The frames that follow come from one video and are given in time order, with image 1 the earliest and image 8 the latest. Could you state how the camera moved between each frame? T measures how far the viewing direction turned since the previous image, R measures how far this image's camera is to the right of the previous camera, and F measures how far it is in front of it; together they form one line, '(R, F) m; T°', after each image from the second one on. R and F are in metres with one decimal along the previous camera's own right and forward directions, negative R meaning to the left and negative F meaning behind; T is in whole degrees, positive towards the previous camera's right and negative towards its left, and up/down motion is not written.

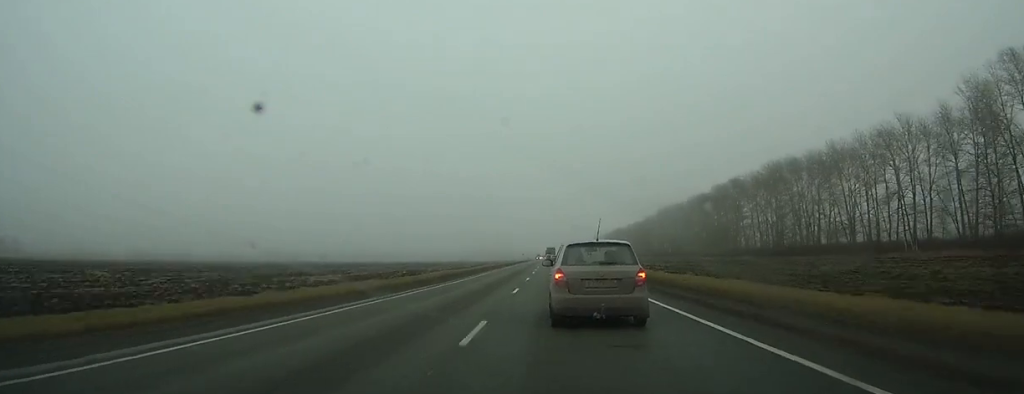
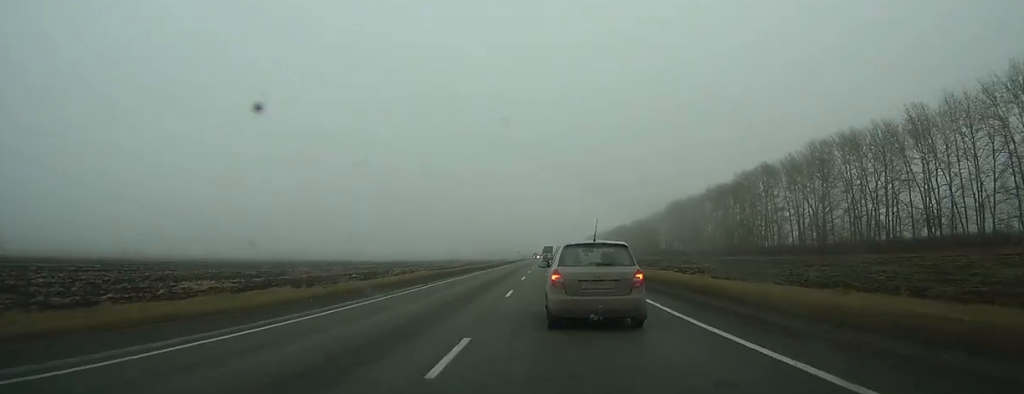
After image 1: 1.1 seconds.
(0.0, +26.1) m; 0°
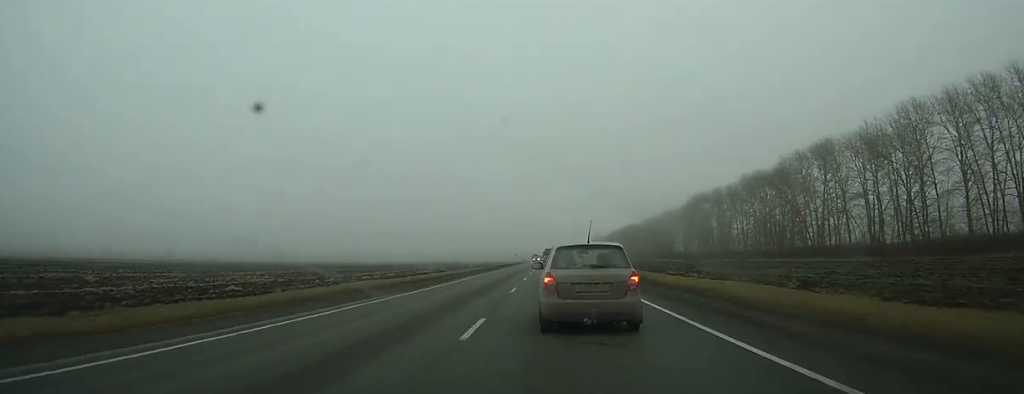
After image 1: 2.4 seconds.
(+0.1, +32.7) m; 0°
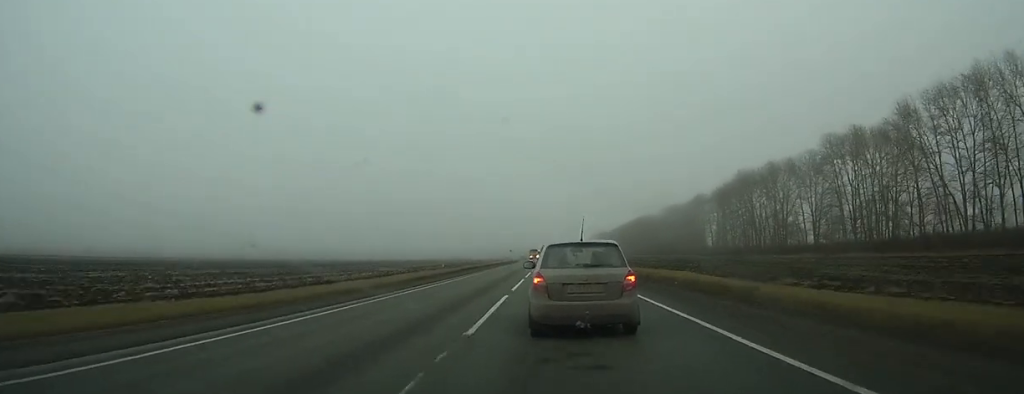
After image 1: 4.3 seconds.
(-0.1, +46.9) m; 0°
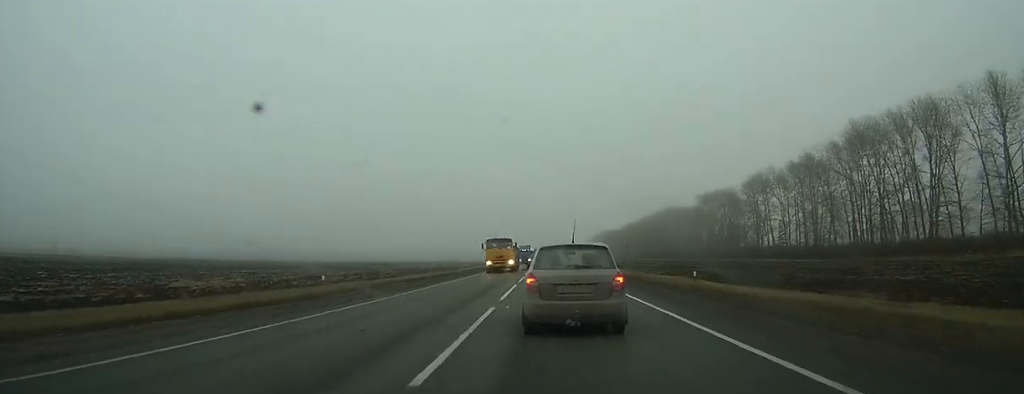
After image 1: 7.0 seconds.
(-0.2, +63.5) m; 0°
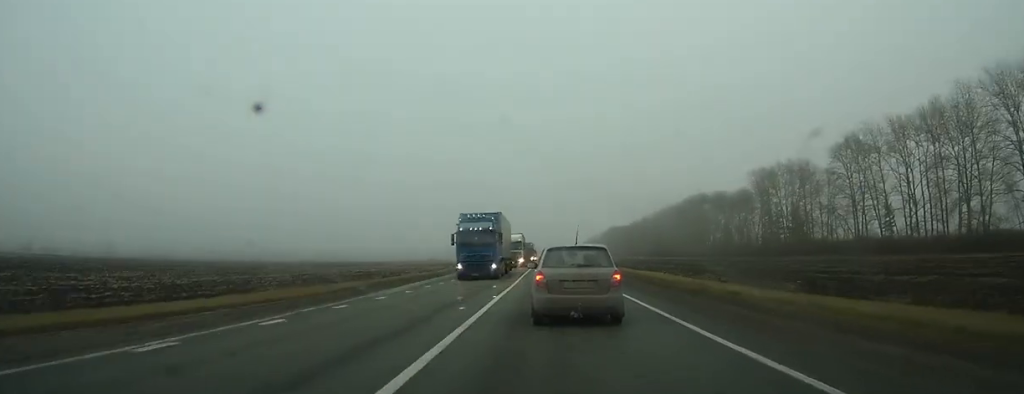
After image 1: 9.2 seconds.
(+0.2, +51.3) m; 0°
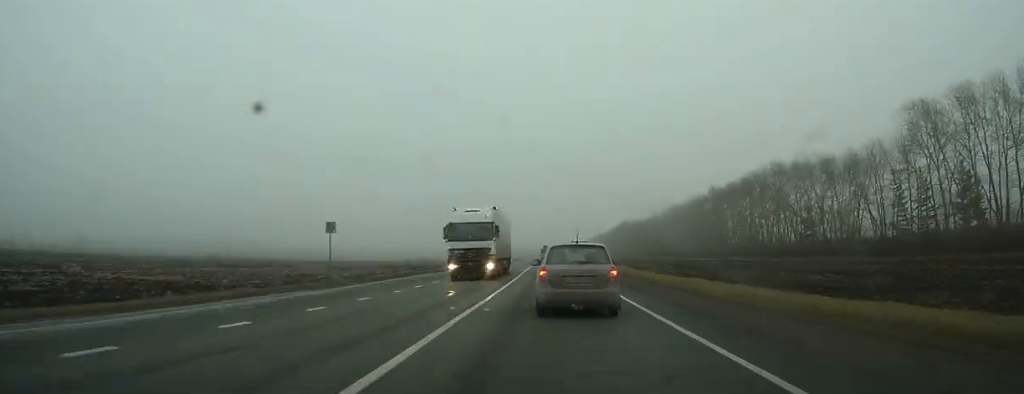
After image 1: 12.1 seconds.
(0.0, +65.8) m; -1°
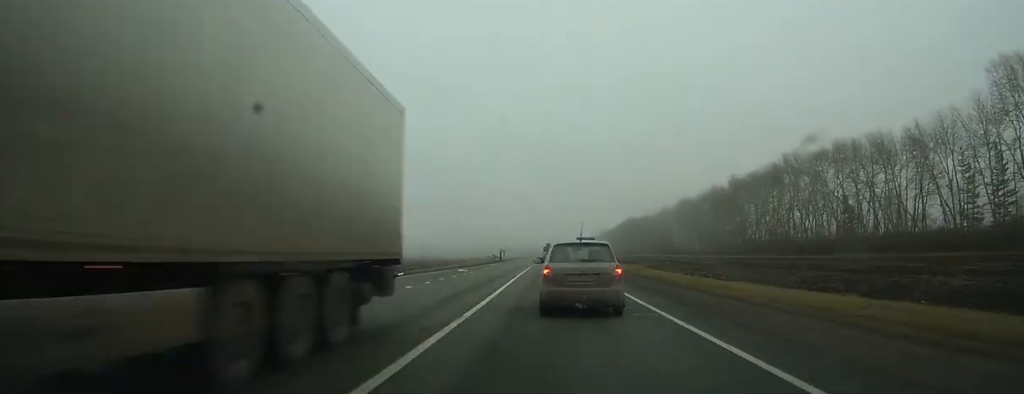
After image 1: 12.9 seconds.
(0.0, +18.3) m; 0°
